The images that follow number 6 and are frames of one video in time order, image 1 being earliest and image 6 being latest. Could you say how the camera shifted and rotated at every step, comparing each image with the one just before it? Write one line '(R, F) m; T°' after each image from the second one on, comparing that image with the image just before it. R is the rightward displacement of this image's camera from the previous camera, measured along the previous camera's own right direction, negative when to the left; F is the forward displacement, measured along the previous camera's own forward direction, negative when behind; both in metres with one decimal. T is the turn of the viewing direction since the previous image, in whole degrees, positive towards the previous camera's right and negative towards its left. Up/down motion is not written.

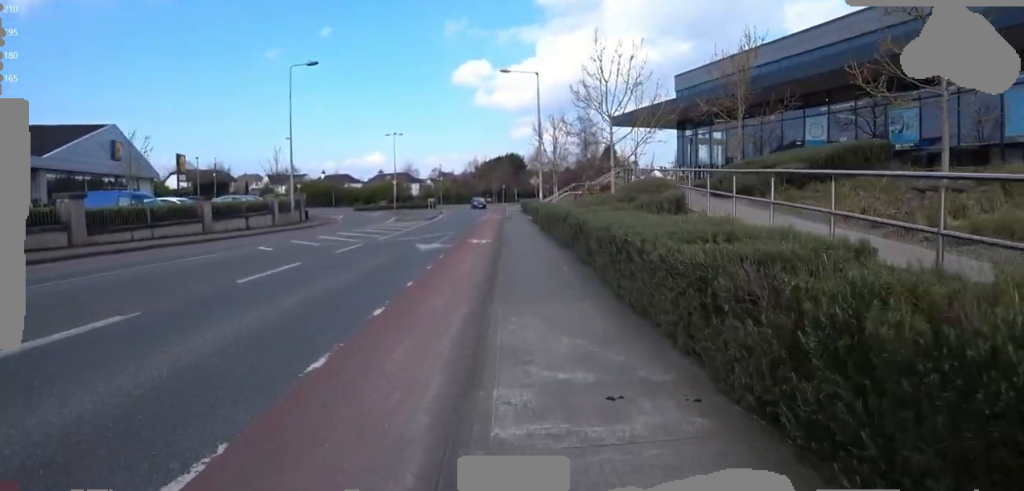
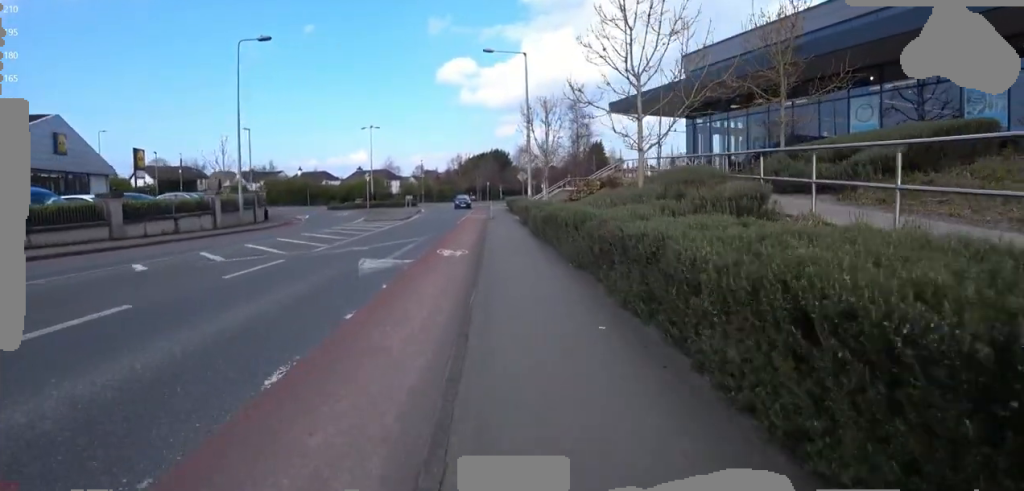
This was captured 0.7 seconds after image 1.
(0.0, +3.7) m; 0°
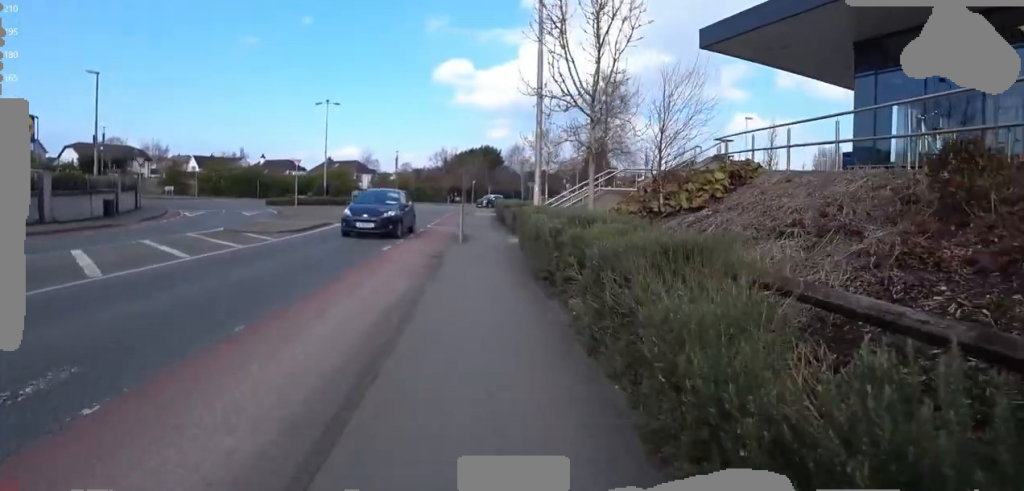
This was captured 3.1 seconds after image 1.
(-0.5, +11.9) m; -4°
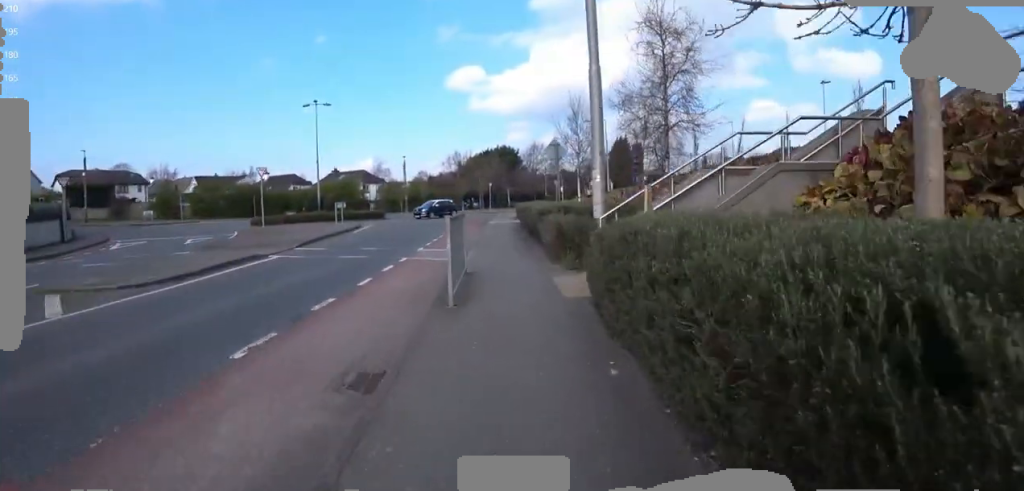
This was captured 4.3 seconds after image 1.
(0.0, +6.5) m; +1°
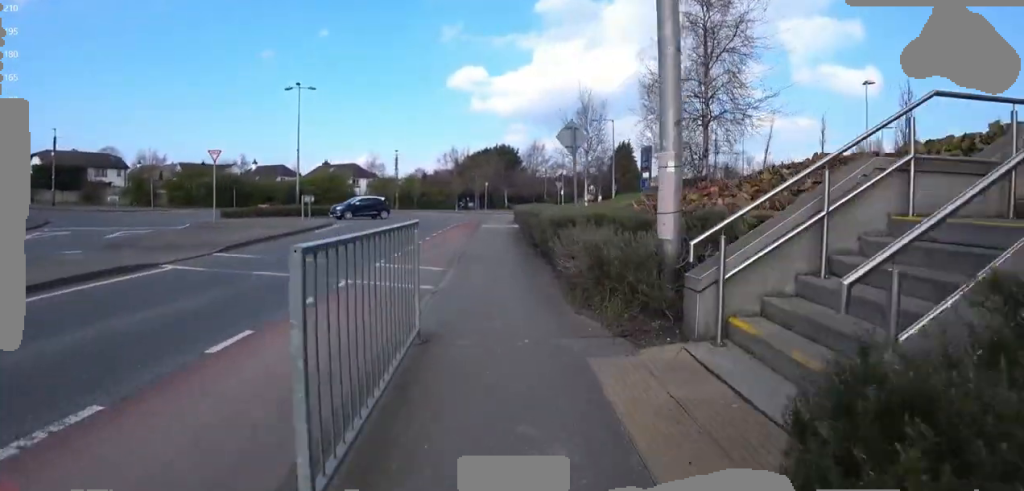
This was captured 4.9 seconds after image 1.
(0.0, +3.4) m; 0°
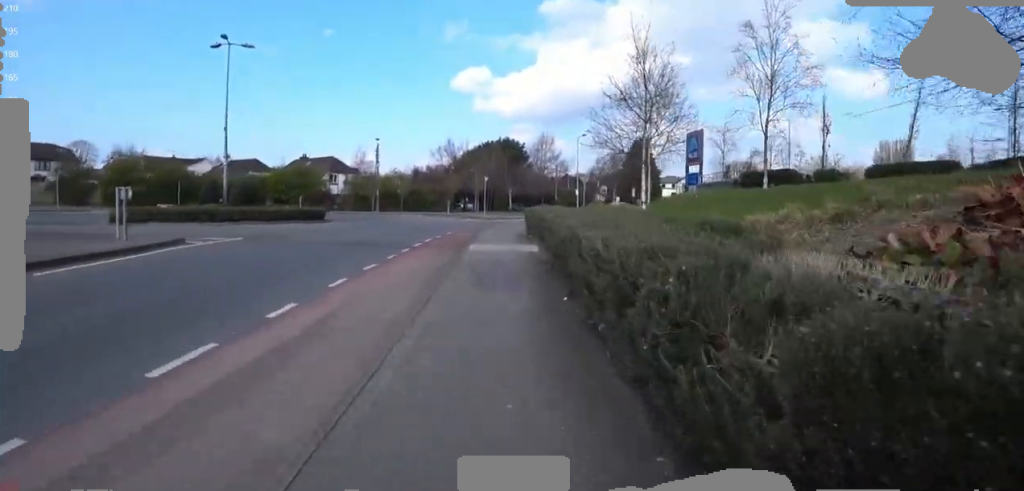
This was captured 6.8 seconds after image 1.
(-0.6, +10.0) m; -3°
